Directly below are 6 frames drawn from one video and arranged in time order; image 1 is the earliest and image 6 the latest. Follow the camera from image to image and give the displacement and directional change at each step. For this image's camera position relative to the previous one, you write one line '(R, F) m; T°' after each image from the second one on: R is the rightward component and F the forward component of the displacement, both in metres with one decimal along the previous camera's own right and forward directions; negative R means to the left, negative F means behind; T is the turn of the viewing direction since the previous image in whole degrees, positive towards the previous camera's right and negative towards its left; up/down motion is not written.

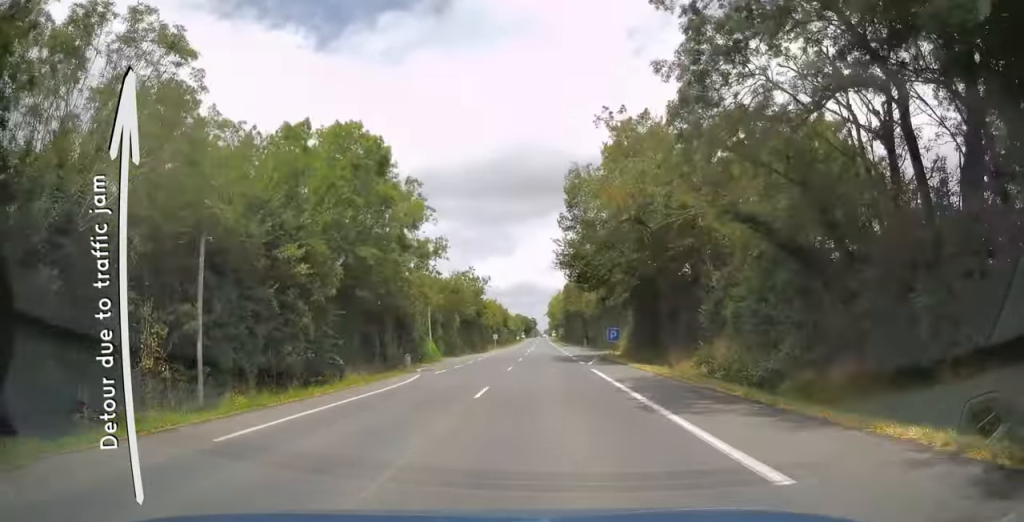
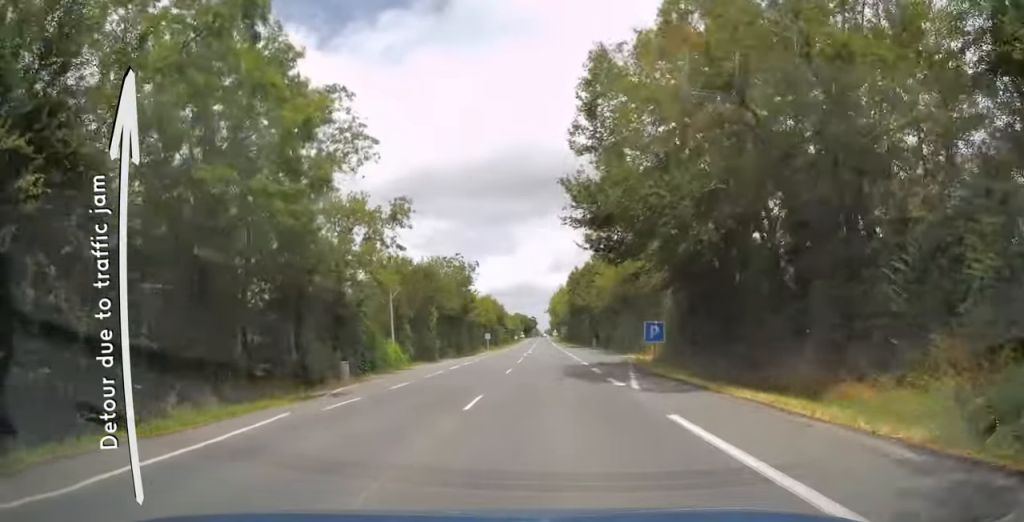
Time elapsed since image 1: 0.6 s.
(0.0, +14.8) m; 0°
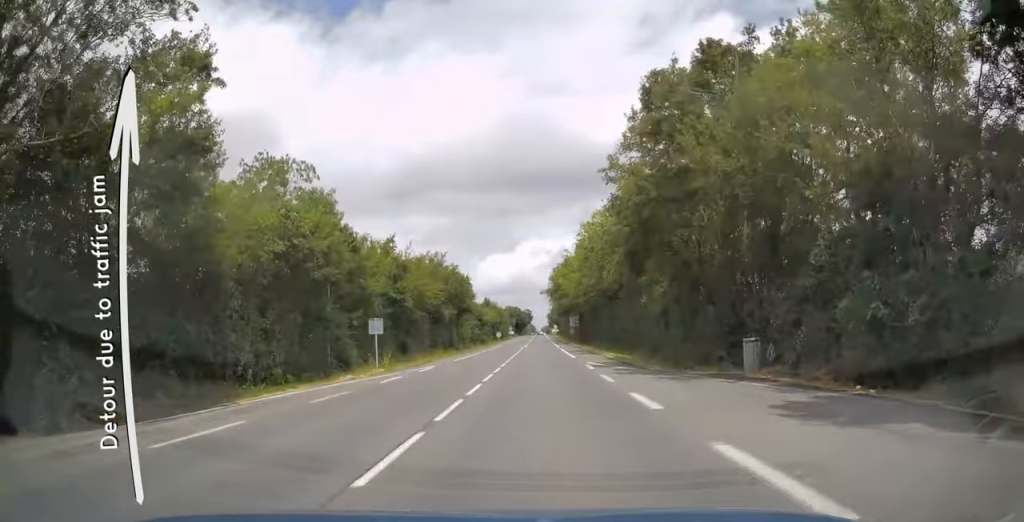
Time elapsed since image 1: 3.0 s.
(0.0, +57.0) m; 0°
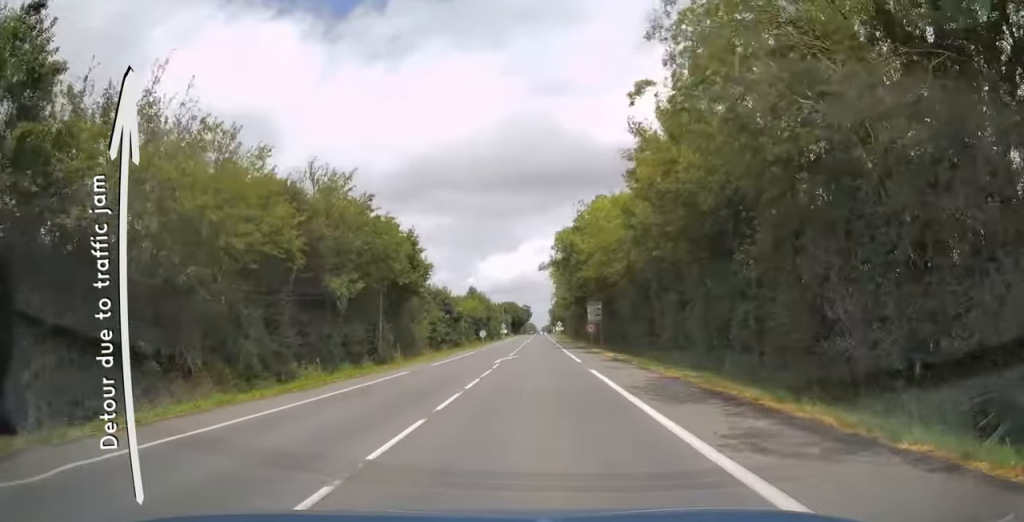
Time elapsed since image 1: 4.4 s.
(0.0, +32.3) m; 0°
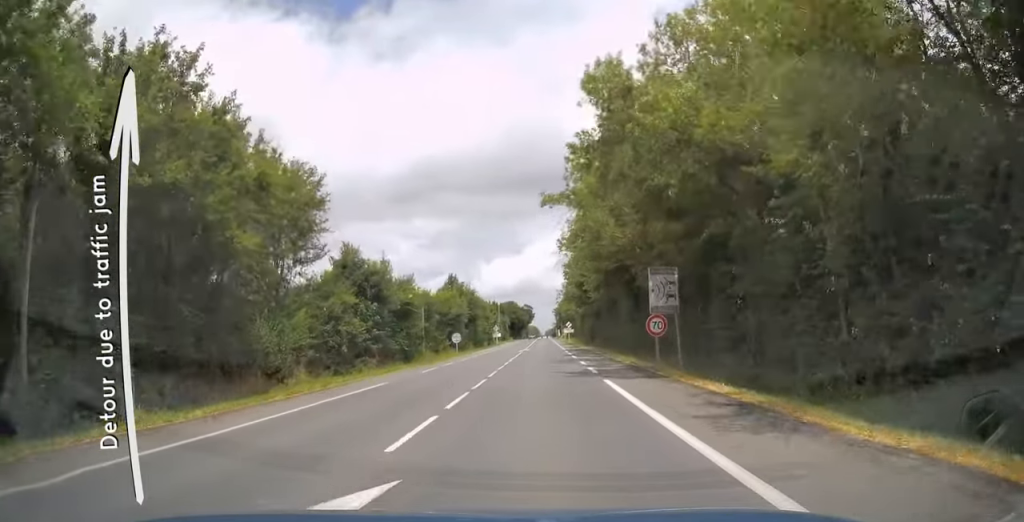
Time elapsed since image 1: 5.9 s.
(0.0, +28.9) m; 0°
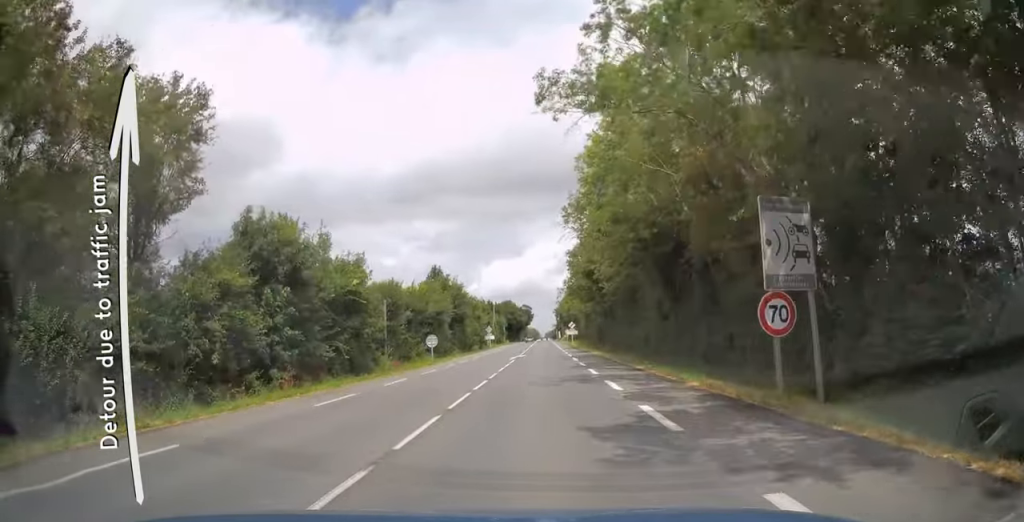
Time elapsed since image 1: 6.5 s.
(0.0, +12.5) m; 0°
